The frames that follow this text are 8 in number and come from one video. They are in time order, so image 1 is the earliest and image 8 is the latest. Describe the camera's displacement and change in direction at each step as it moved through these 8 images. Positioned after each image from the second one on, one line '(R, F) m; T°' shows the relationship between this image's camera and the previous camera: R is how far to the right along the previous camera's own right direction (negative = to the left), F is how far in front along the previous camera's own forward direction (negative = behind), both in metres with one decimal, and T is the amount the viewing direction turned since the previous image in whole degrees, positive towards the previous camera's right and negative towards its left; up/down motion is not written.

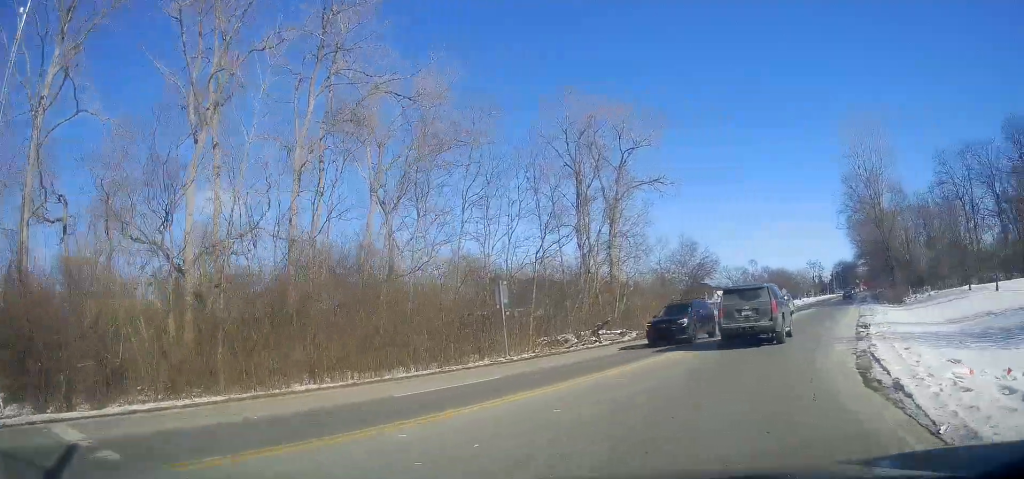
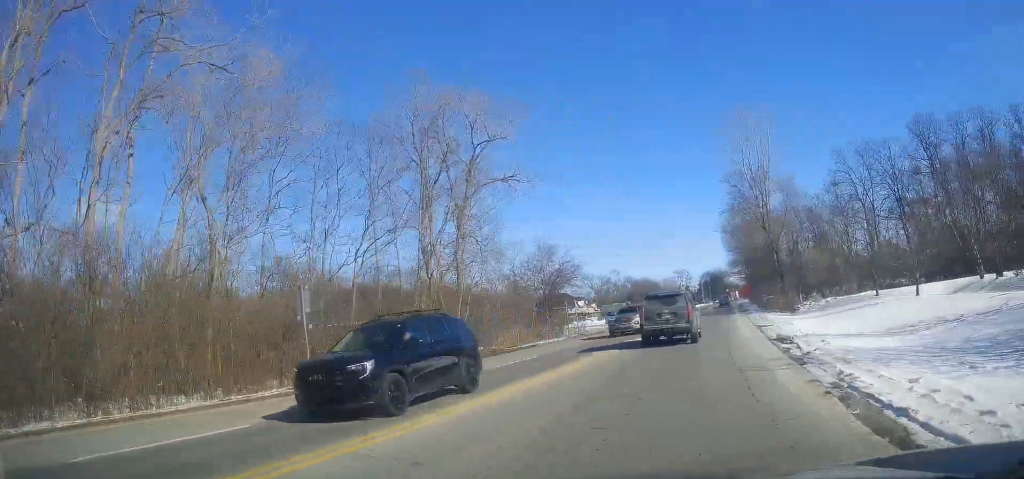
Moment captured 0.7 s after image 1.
(+0.4, +5.4) m; +8°
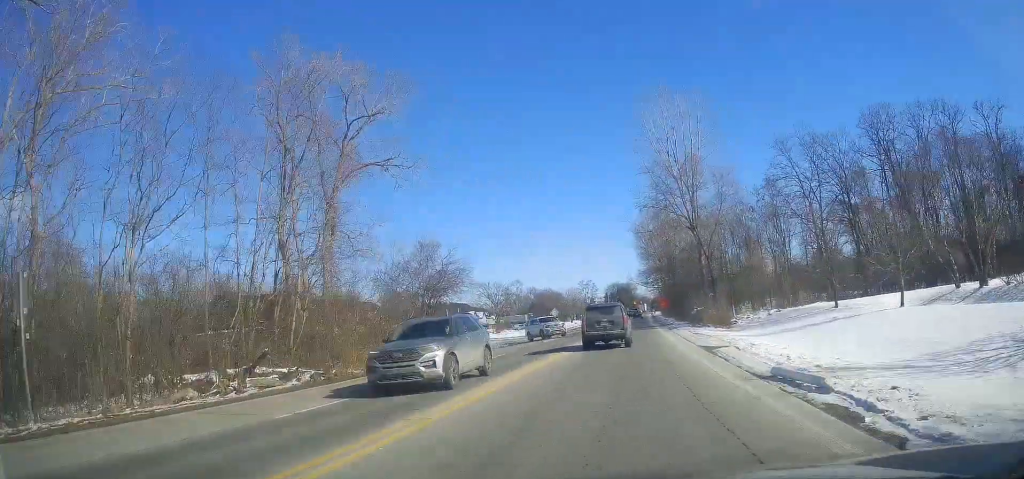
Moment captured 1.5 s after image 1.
(+0.8, +8.2) m; +9°
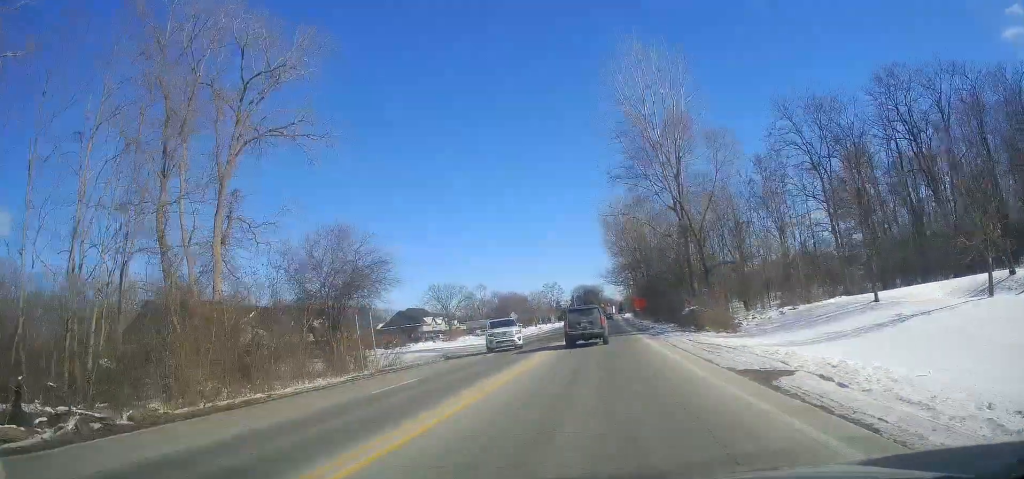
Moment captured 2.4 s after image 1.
(+0.7, +9.6) m; +5°
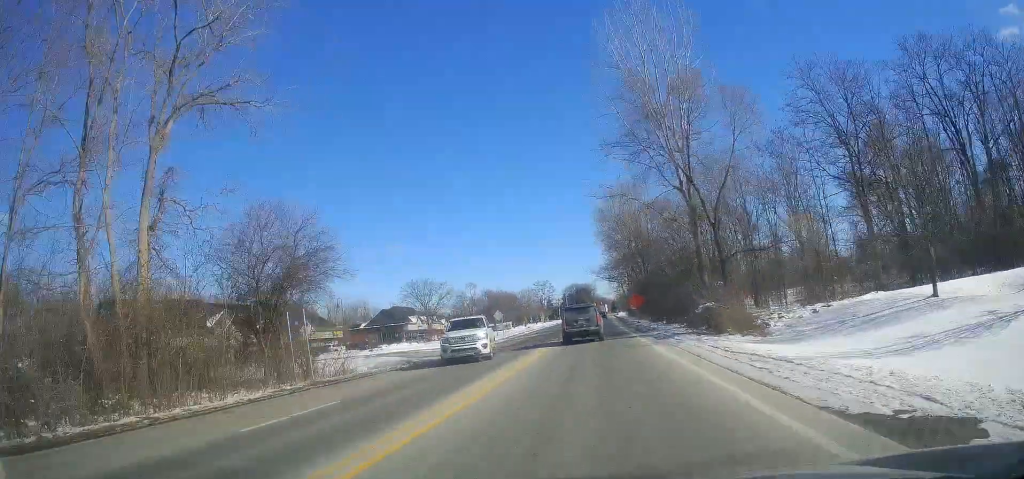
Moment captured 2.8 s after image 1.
(+0.2, +5.9) m; +2°
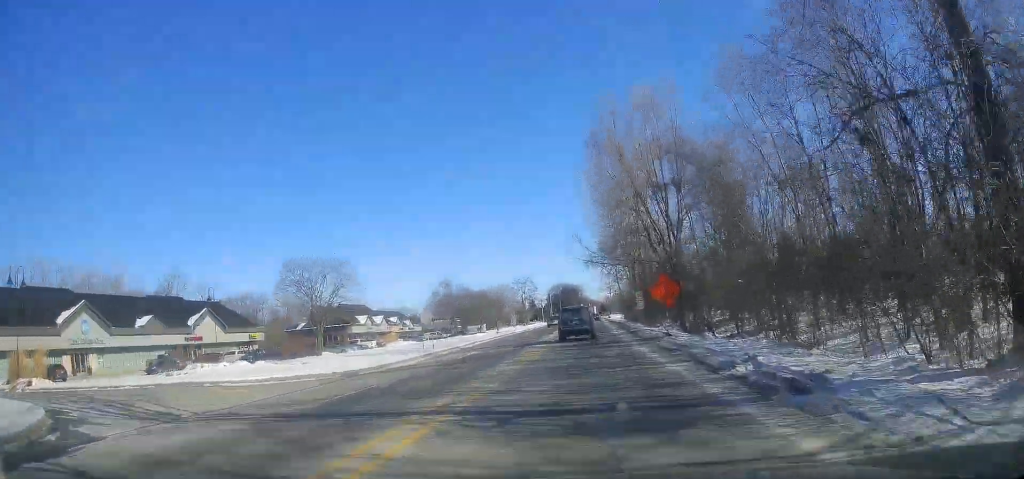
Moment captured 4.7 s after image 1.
(+0.4, +28.4) m; +3°
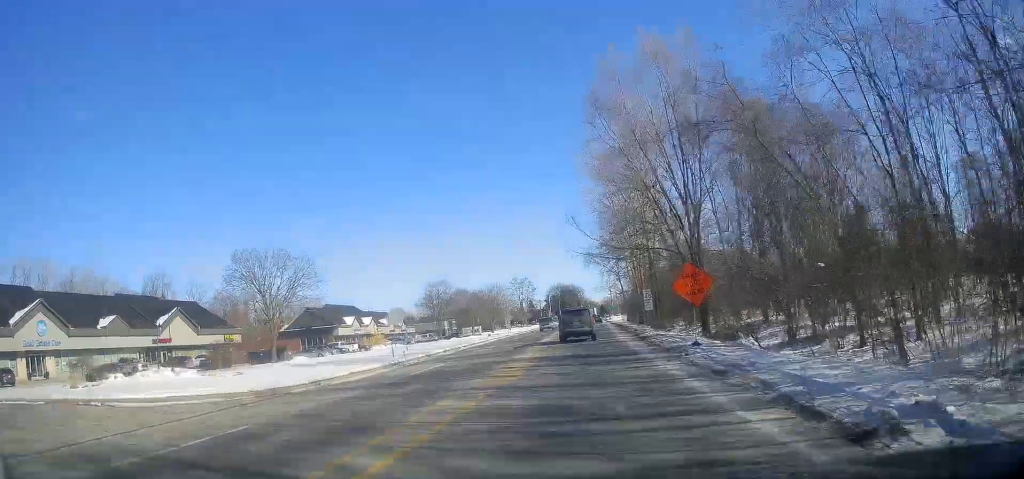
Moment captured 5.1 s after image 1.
(0.0, +6.5) m; 0°
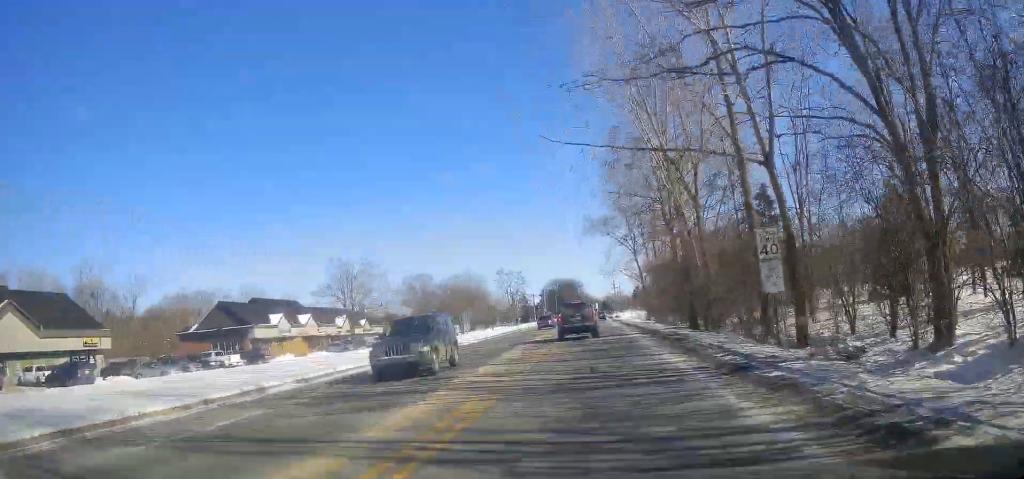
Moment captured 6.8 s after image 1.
(-0.2, +27.7) m; -2°
